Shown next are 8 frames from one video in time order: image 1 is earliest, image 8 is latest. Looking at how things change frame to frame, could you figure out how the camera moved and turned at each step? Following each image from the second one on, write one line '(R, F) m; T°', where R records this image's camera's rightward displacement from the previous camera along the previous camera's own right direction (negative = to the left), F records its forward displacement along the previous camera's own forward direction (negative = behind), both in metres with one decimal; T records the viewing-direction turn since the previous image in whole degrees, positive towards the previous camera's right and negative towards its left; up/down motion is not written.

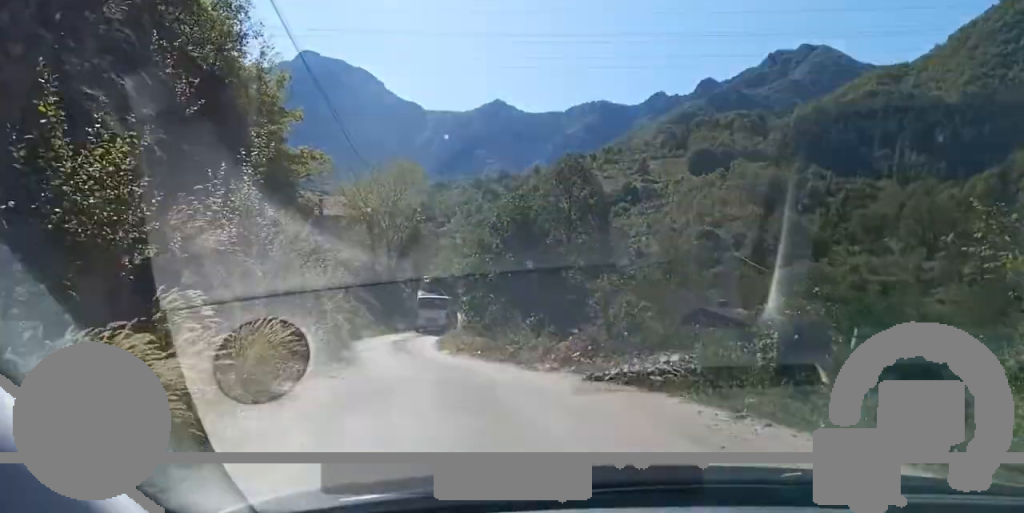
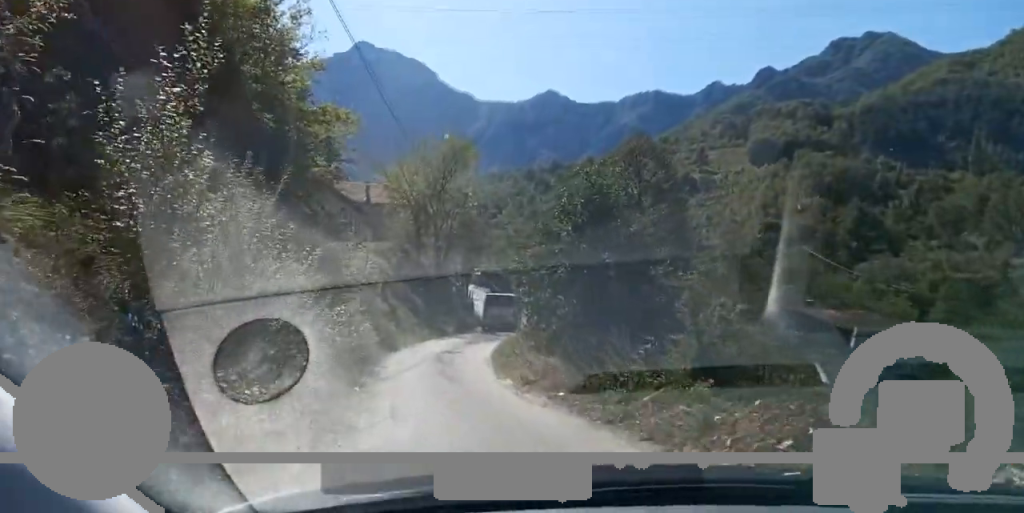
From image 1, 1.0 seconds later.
(-0.4, +6.6) m; -4°
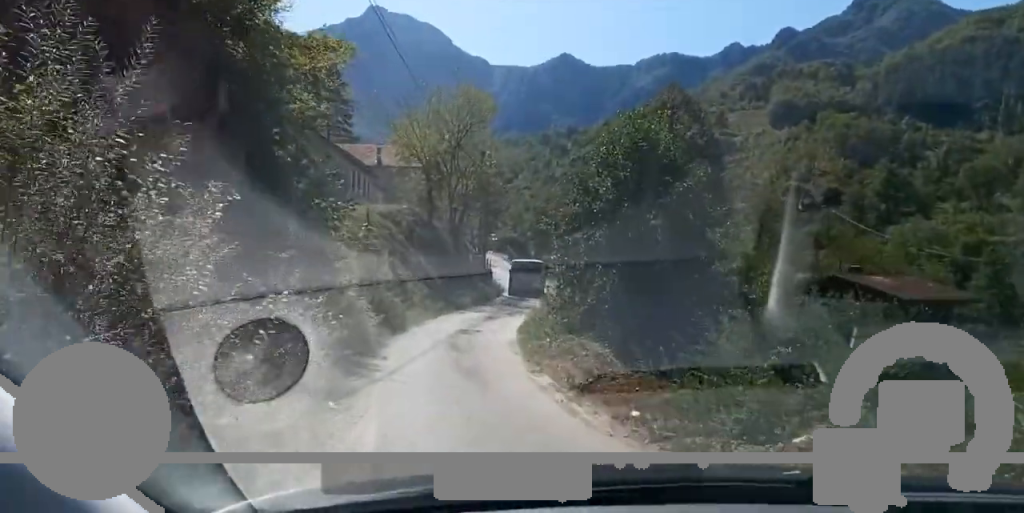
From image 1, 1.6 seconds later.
(-0.1, +4.3) m; -1°
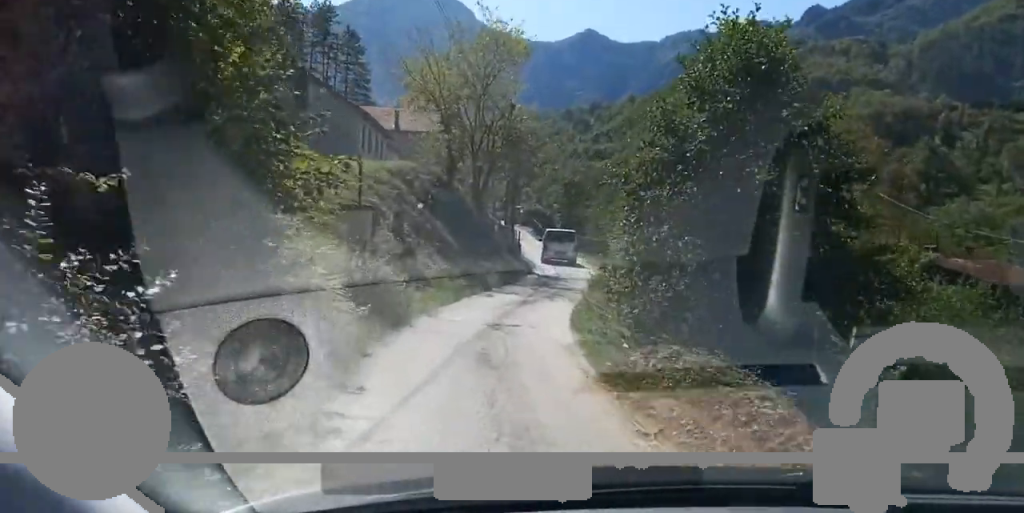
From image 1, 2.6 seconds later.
(0.0, +6.5) m; 0°
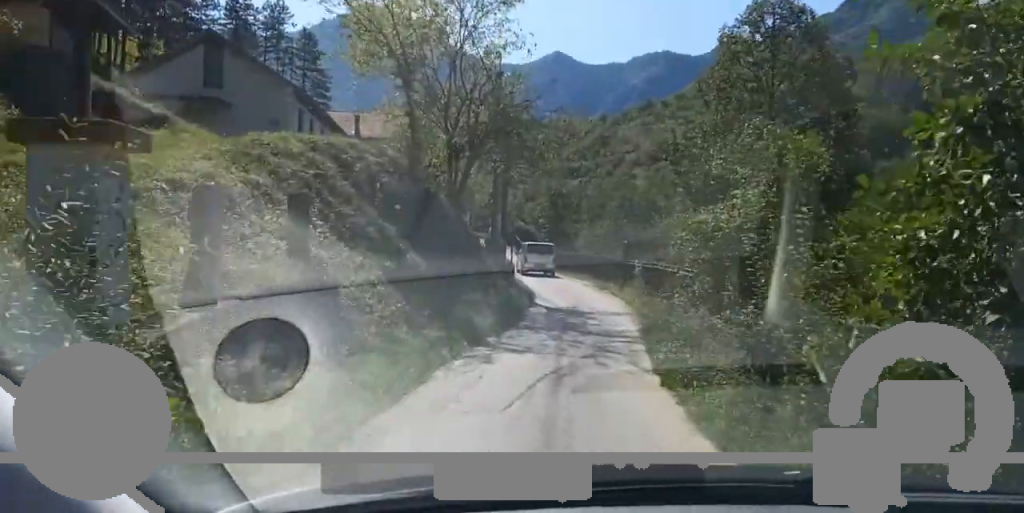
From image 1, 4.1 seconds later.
(0.0, +10.0) m; 0°
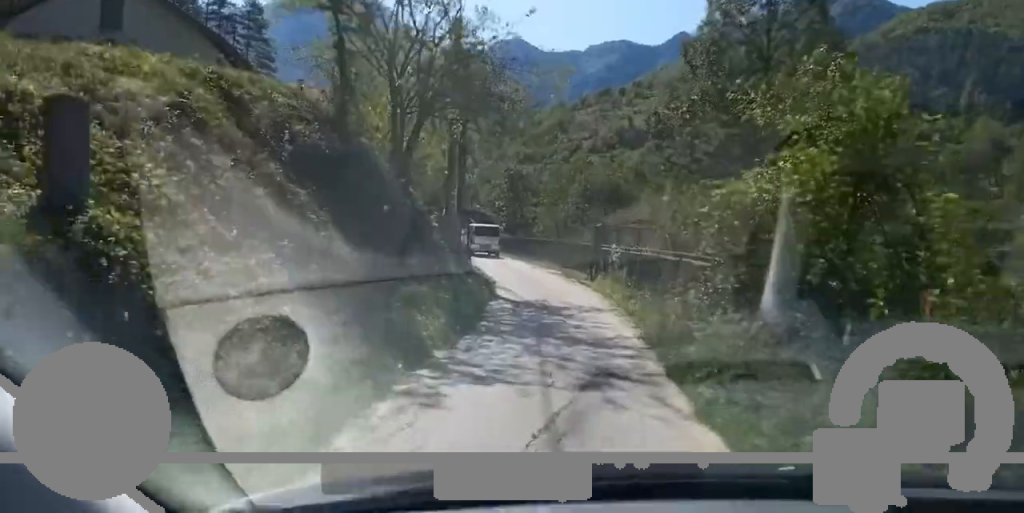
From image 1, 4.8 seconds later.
(0.0, +4.3) m; 0°
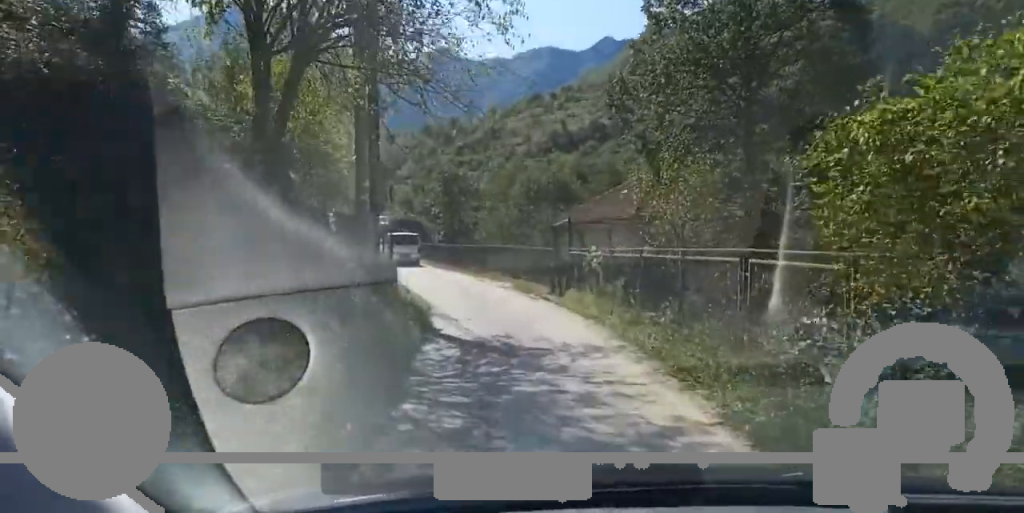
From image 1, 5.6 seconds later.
(0.0, +5.9) m; +2°
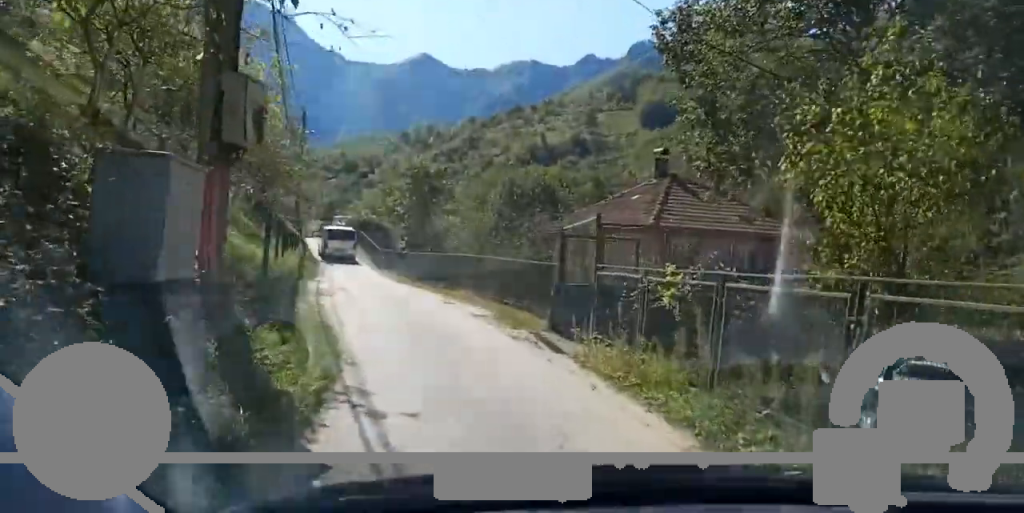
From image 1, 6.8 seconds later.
(+0.3, +7.8) m; +5°
